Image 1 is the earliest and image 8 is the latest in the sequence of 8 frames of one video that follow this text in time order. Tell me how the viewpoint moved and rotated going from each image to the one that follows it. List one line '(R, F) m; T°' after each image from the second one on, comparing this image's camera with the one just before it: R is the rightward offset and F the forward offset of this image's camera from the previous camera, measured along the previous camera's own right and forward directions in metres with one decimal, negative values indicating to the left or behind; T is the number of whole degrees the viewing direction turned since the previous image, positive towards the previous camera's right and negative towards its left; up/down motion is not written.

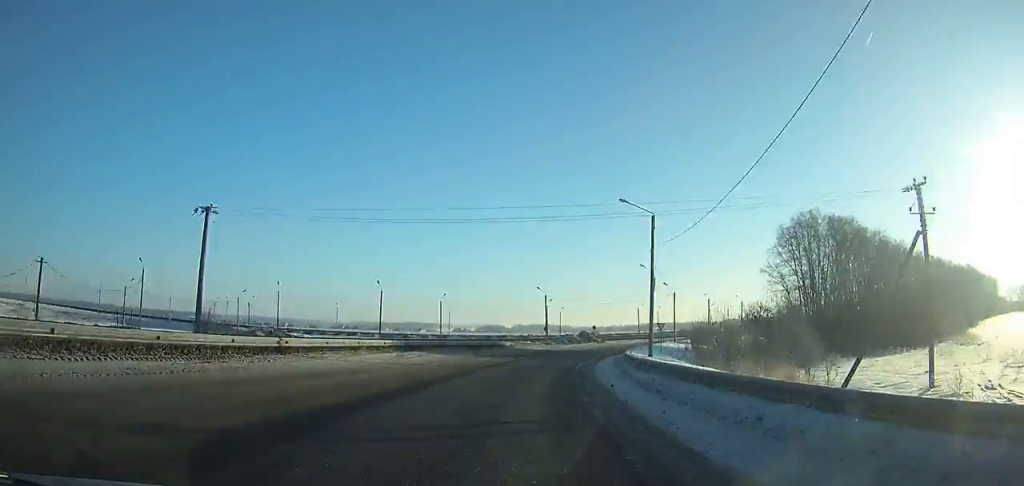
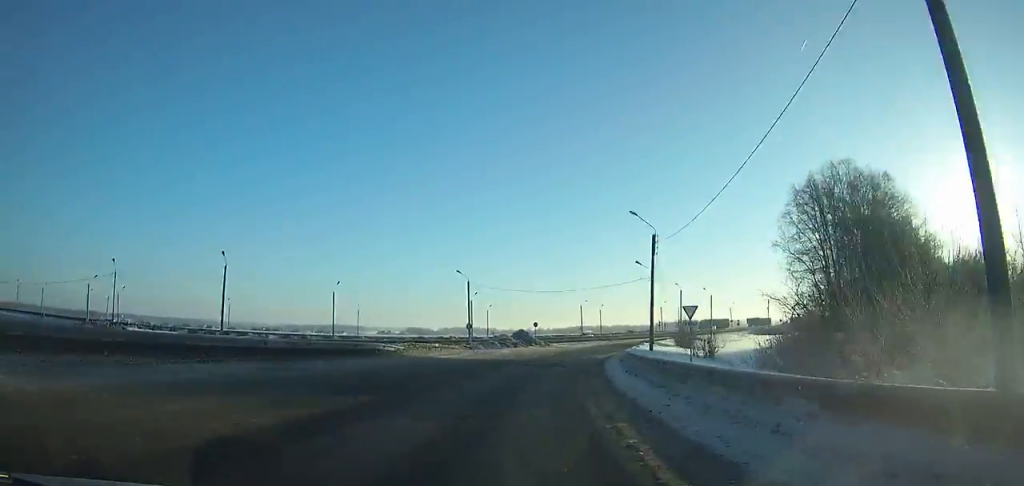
(+1.3, +28.1) m; +7°
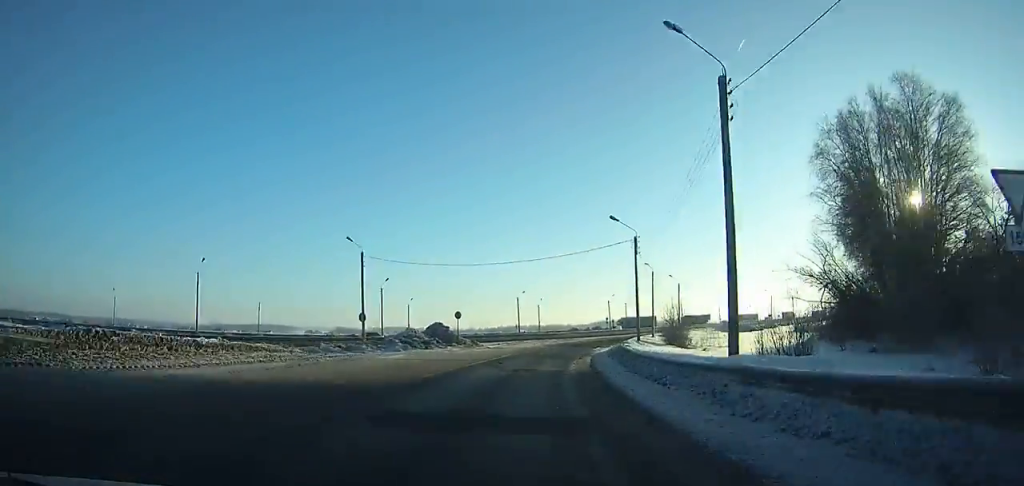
(+1.8, +24.1) m; +6°
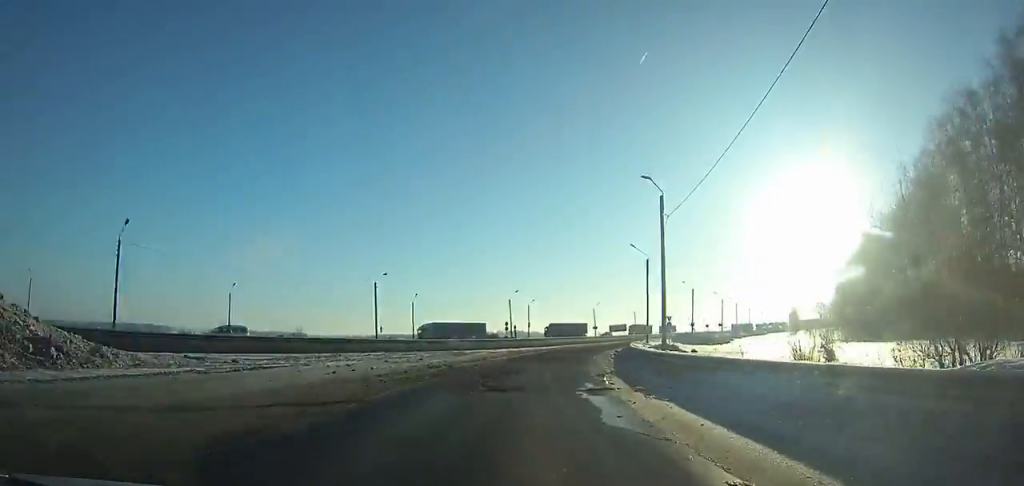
(+4.7, +43.2) m; +12°
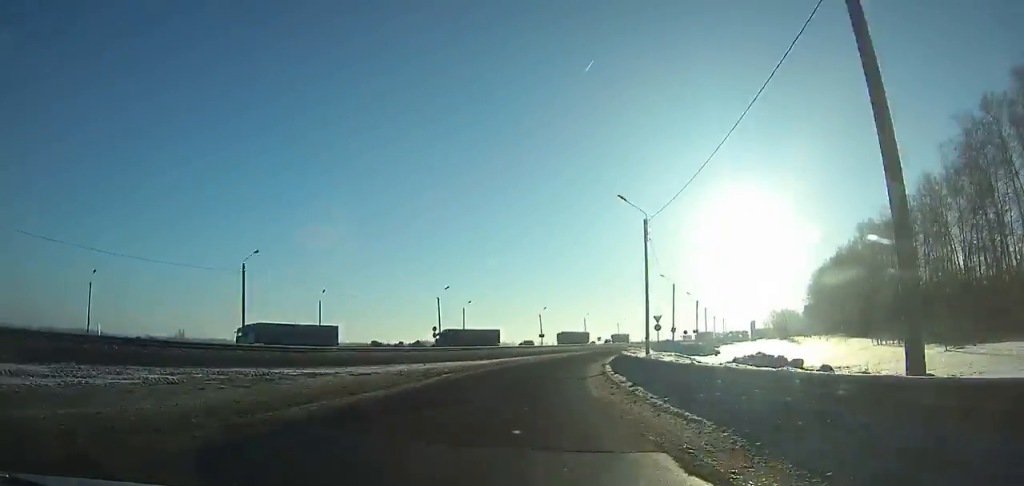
(+0.3, +23.2) m; +6°
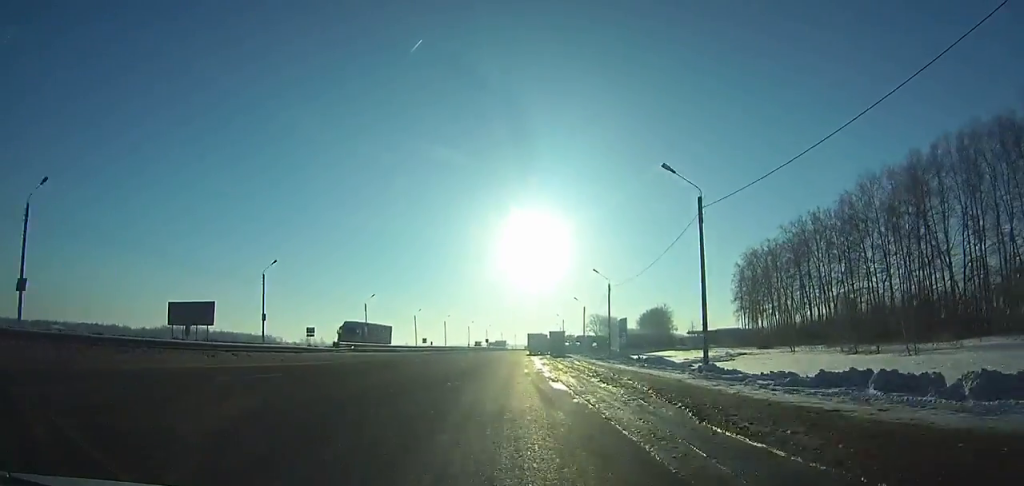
(+21.2, +111.9) m; +15°
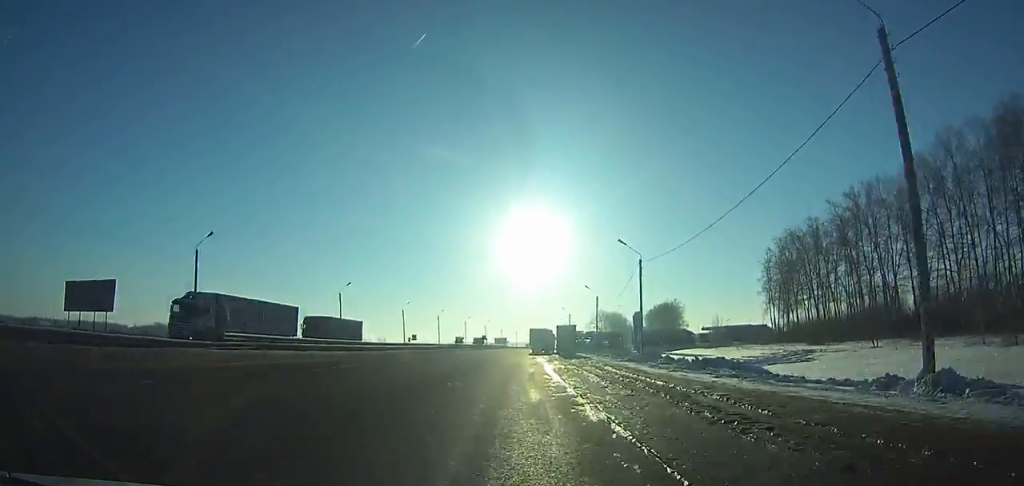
(0.0, +15.8) m; 0°
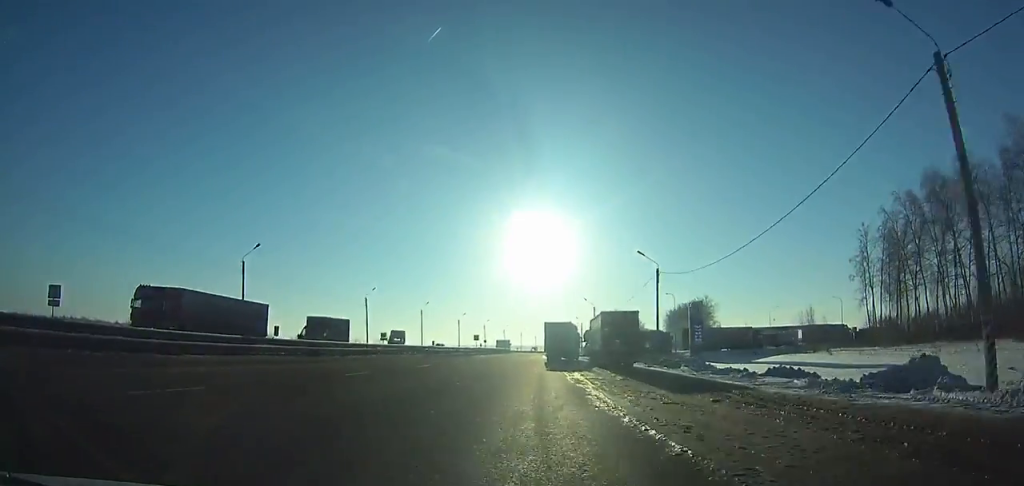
(+0.1, +34.0) m; +1°
